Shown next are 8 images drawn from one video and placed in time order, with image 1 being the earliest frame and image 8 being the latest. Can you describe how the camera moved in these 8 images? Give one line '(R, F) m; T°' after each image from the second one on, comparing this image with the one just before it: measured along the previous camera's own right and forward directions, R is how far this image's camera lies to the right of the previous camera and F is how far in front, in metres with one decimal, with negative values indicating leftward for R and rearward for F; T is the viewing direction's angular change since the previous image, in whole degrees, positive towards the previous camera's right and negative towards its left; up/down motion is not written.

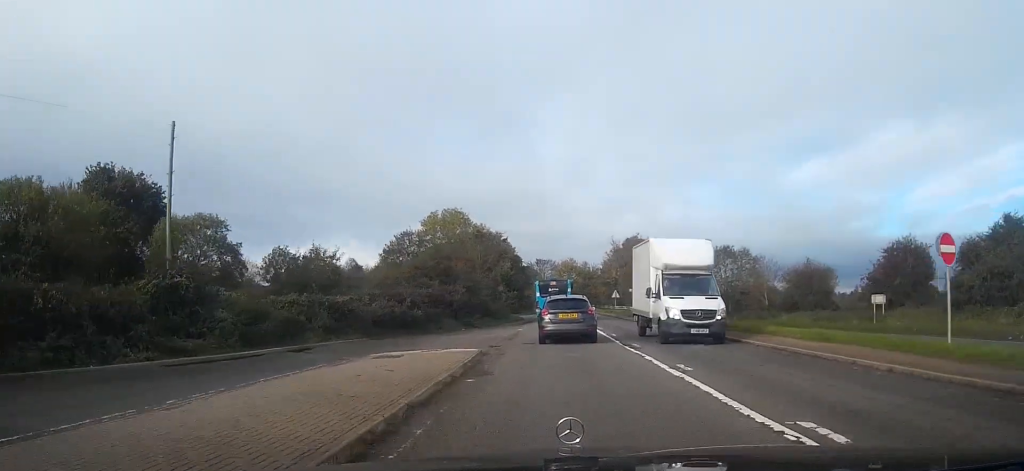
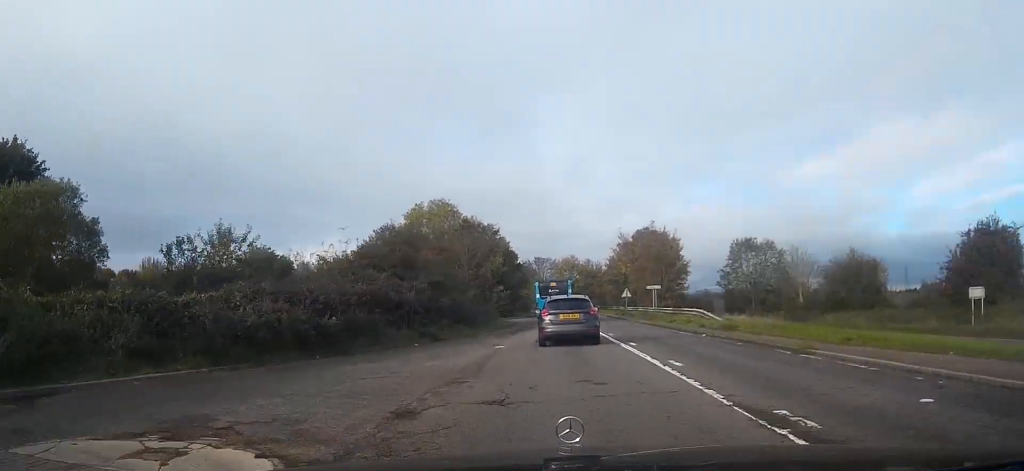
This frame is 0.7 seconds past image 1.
(+0.3, +11.6) m; +1°
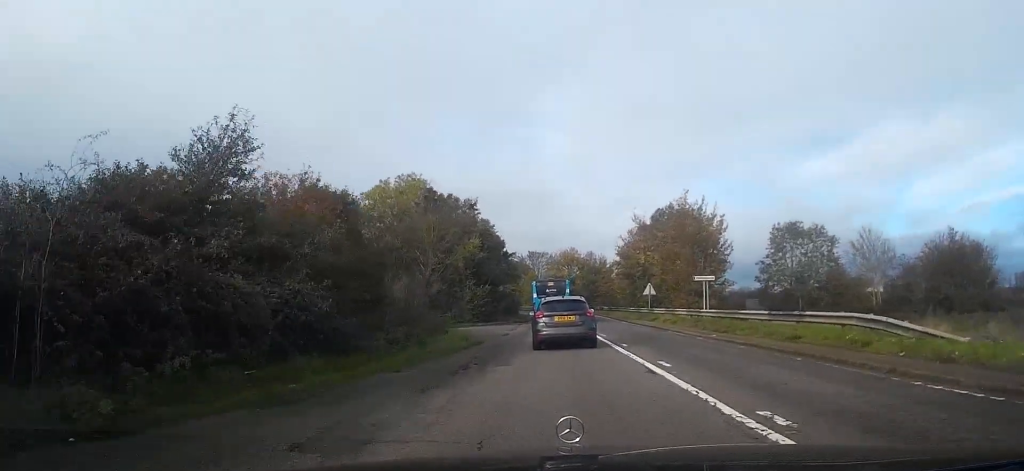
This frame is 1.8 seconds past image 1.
(-0.3, +18.5) m; -1°
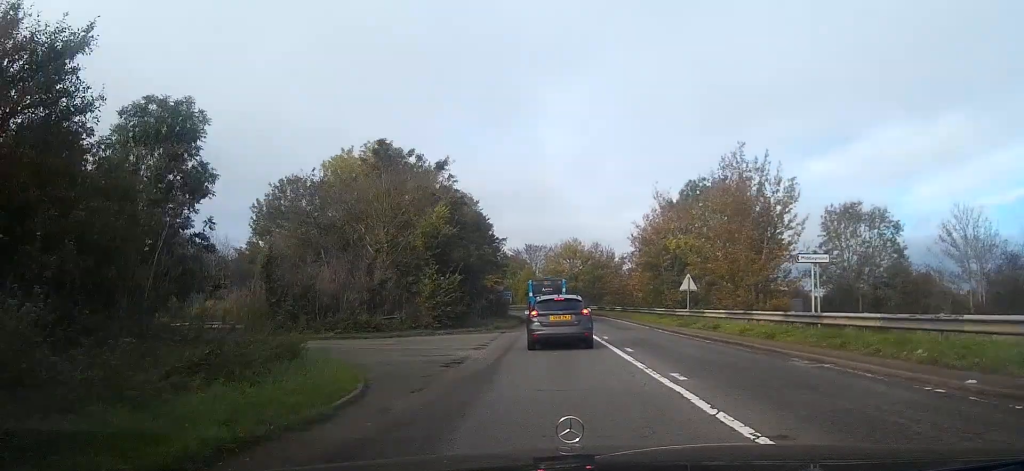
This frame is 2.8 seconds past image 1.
(0.0, +14.7) m; -1°
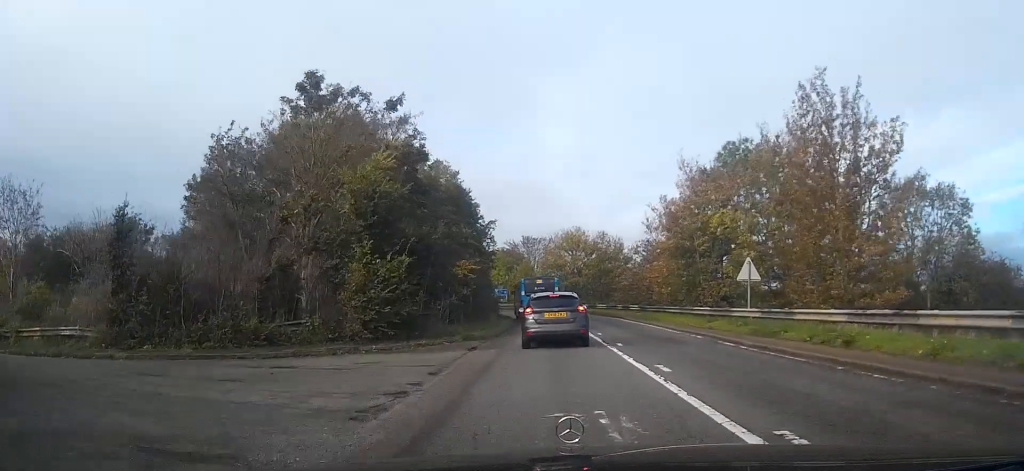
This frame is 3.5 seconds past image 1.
(-0.2, +10.9) m; 0°
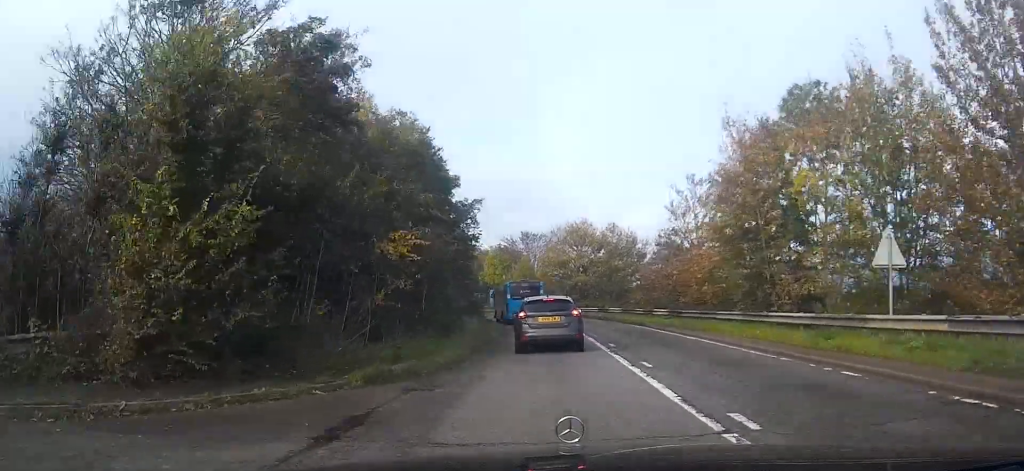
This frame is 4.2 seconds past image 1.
(+0.1, +10.7) m; 0°
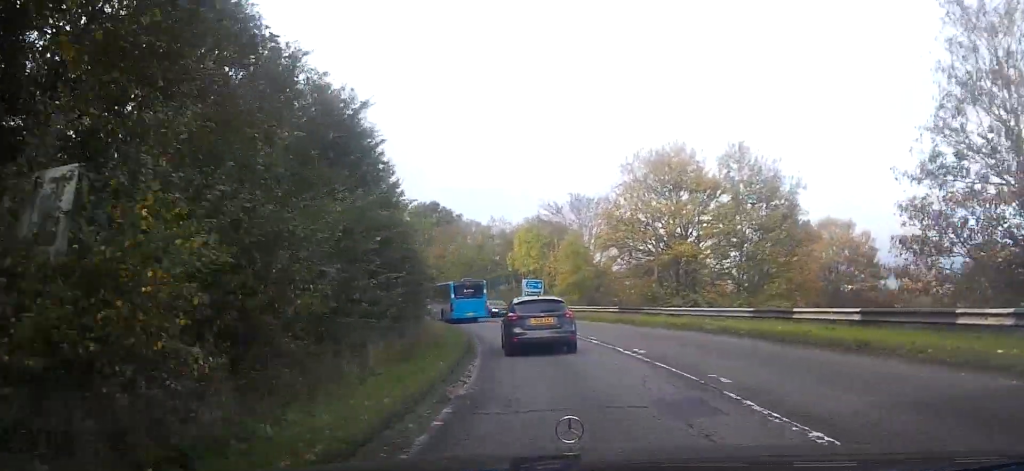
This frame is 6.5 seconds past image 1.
(-1.1, +32.2) m; -11°
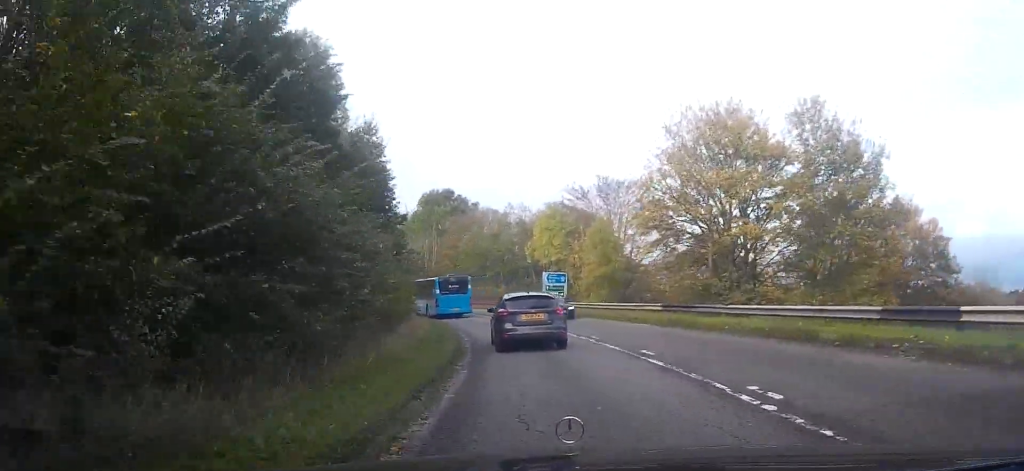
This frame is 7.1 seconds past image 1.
(-0.6, +7.5) m; -5°
